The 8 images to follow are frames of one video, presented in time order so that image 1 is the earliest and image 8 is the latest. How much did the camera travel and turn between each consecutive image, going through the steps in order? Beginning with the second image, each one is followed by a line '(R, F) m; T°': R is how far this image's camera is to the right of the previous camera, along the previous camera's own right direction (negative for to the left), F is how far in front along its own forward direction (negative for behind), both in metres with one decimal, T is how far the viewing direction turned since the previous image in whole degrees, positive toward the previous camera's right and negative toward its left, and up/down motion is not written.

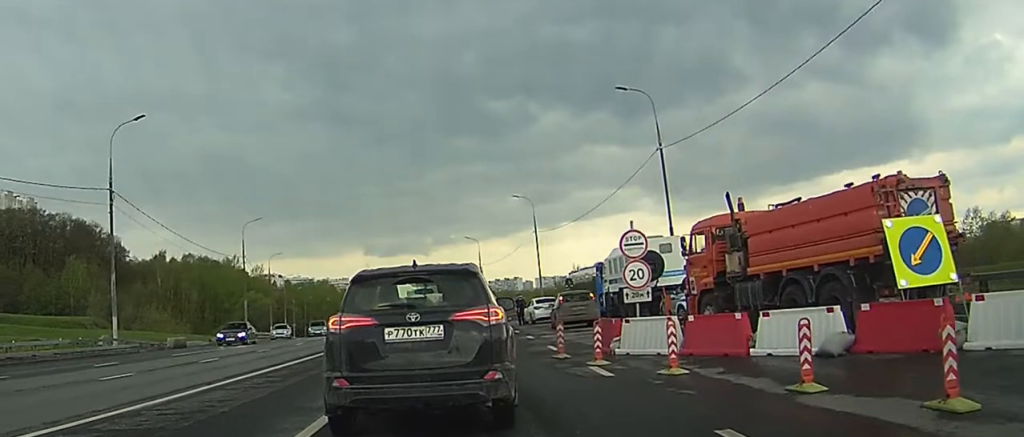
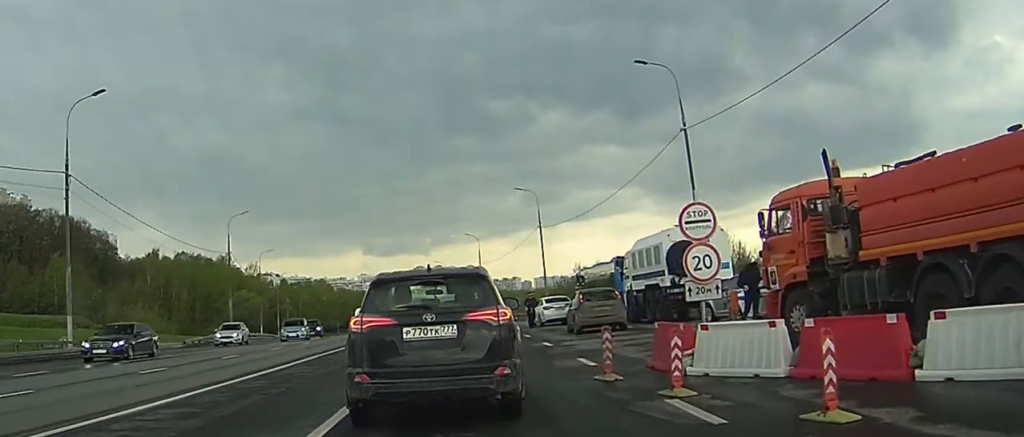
(0.0, +6.2) m; +1°
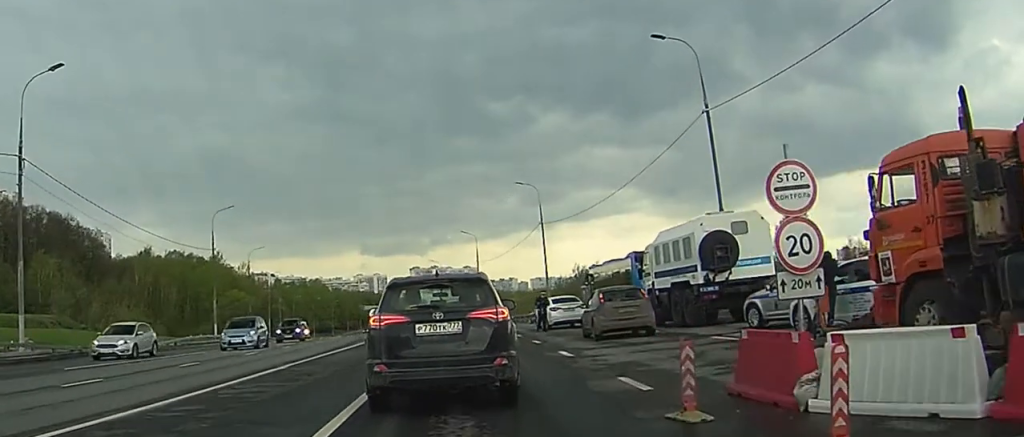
(+0.1, +5.1) m; +1°
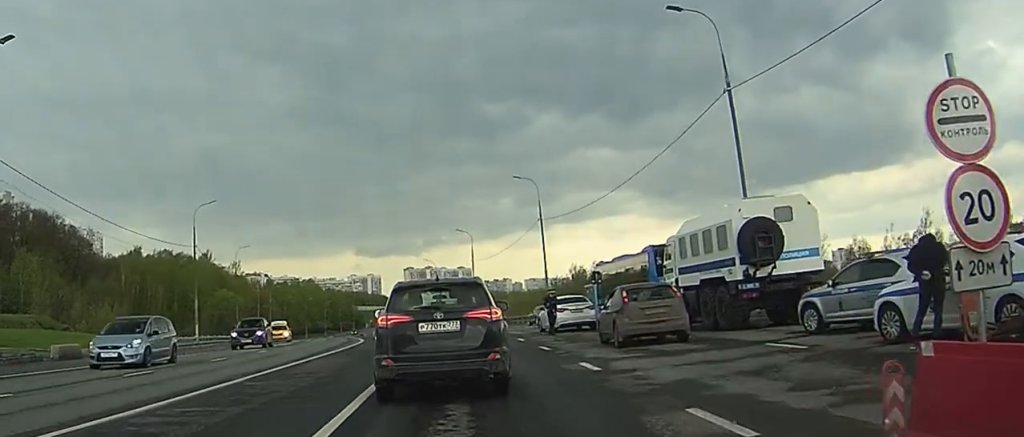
(+0.1, +4.6) m; 0°
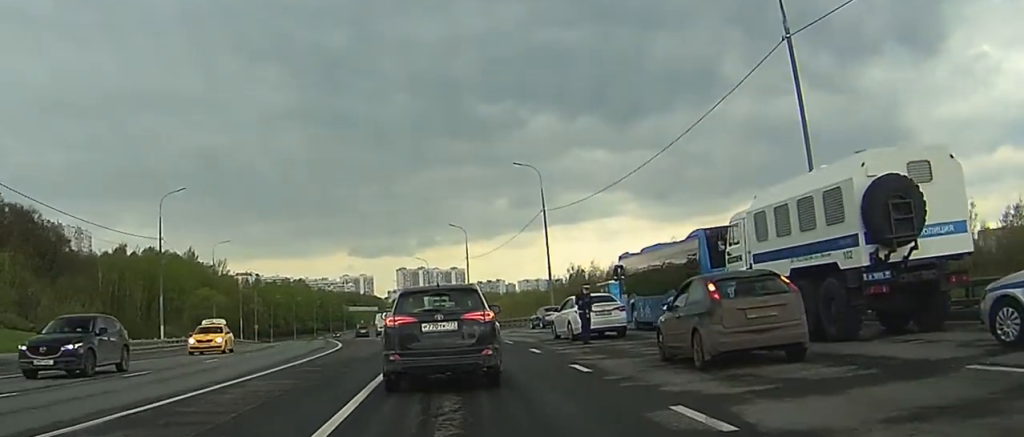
(-0.2, +7.7) m; -1°
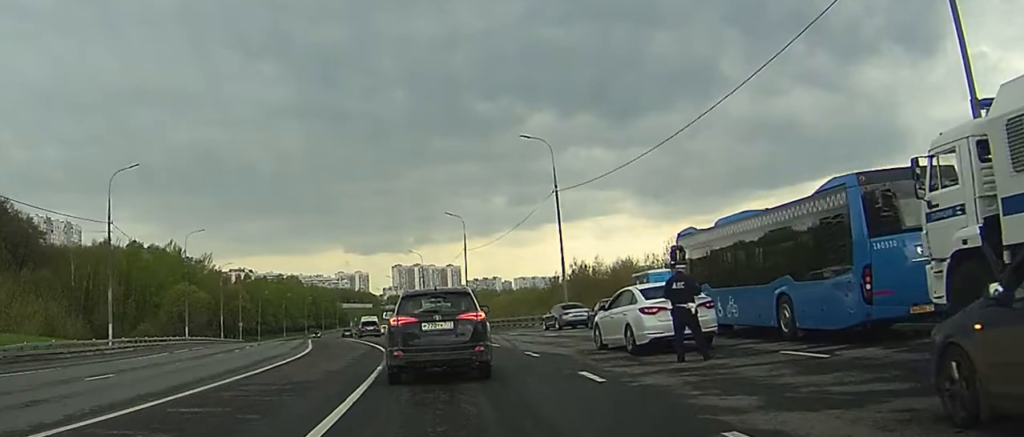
(+0.1, +9.6) m; +1°
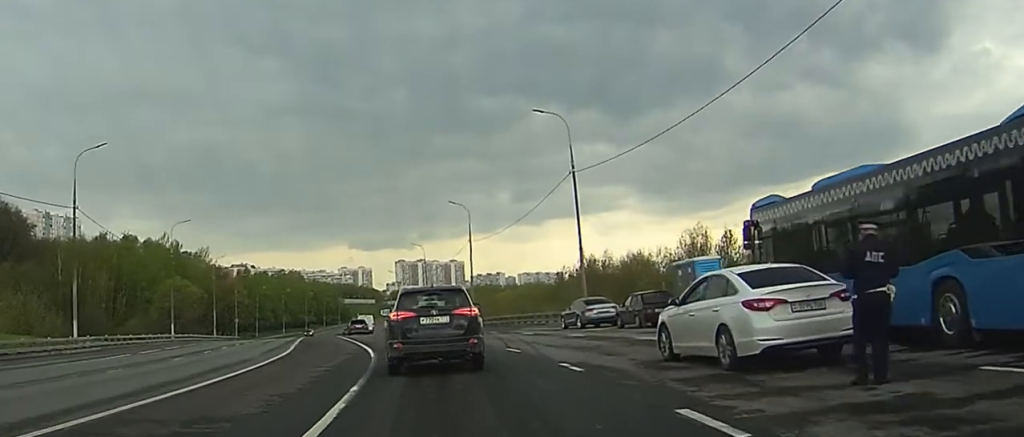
(0.0, +6.2) m; 0°
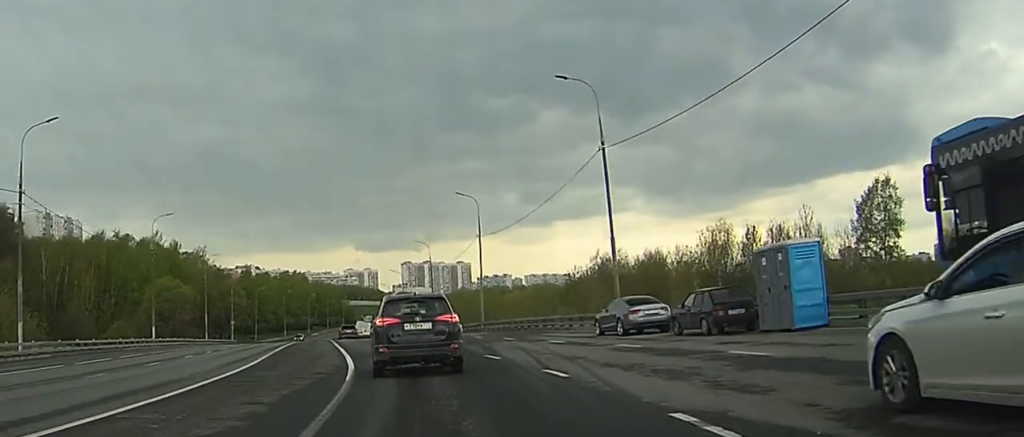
(0.0, +7.8) m; +1°
